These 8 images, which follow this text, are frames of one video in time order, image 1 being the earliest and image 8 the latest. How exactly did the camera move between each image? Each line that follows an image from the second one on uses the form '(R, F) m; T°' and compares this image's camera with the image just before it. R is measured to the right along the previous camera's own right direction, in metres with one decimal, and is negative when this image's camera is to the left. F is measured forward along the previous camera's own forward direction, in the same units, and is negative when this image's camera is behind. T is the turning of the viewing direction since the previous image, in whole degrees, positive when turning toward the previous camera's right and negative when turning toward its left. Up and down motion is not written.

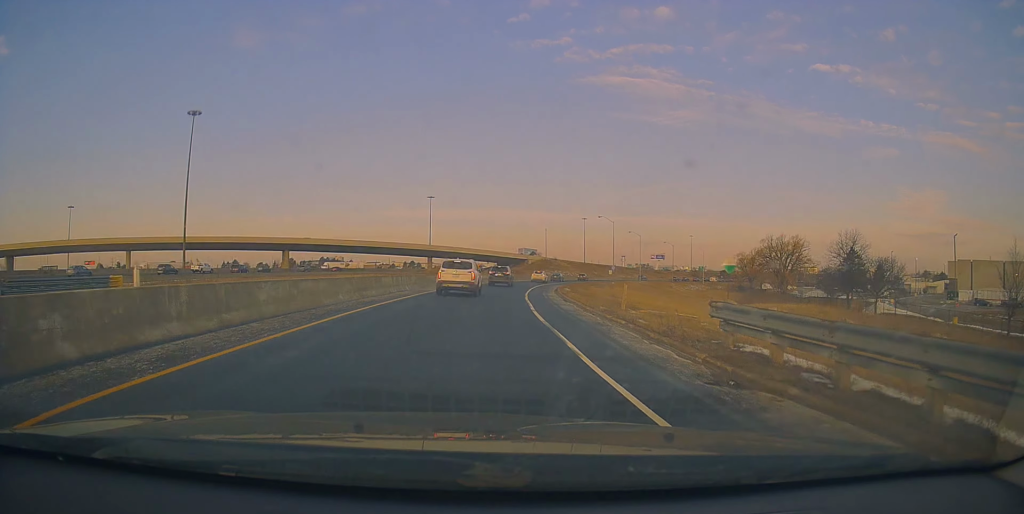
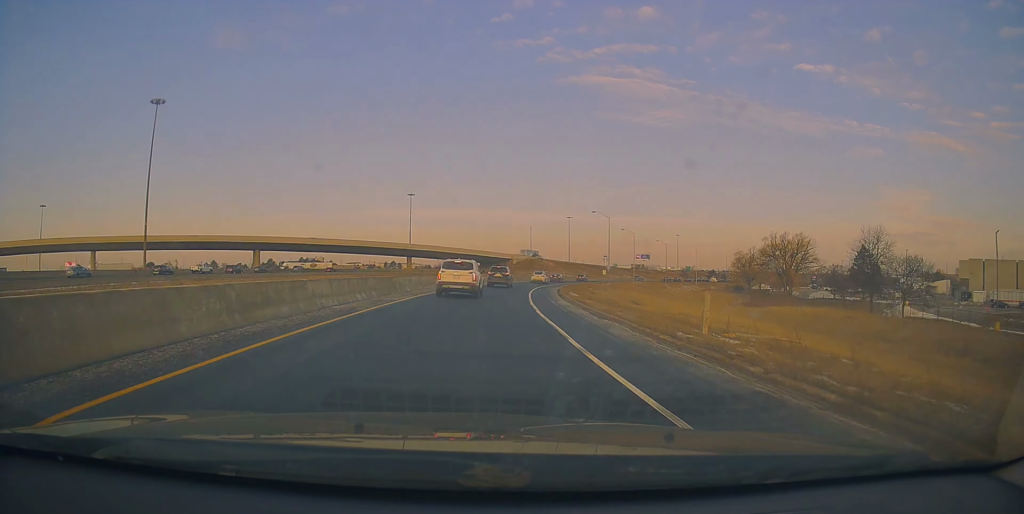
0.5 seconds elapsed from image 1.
(+0.1, +9.8) m; +2°
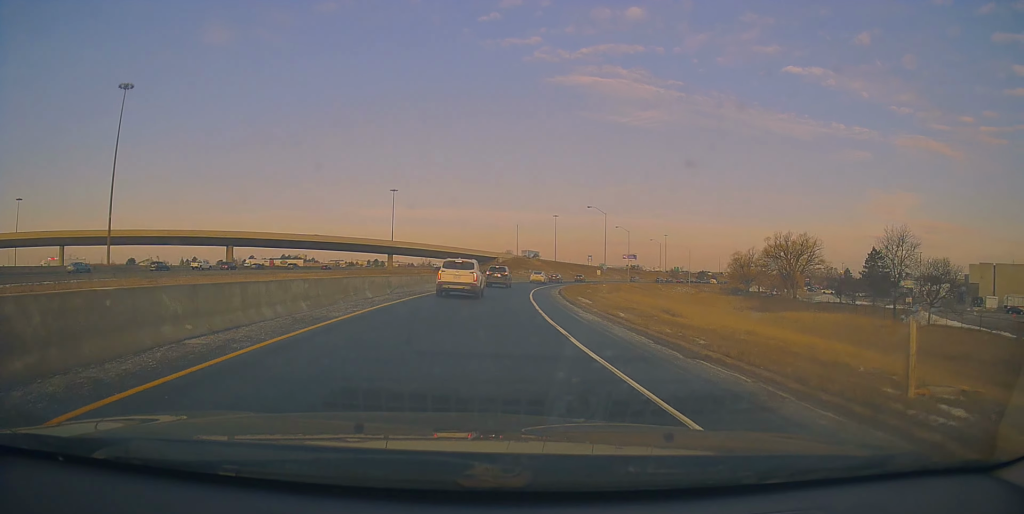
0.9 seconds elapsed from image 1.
(0.0, +8.3) m; +3°
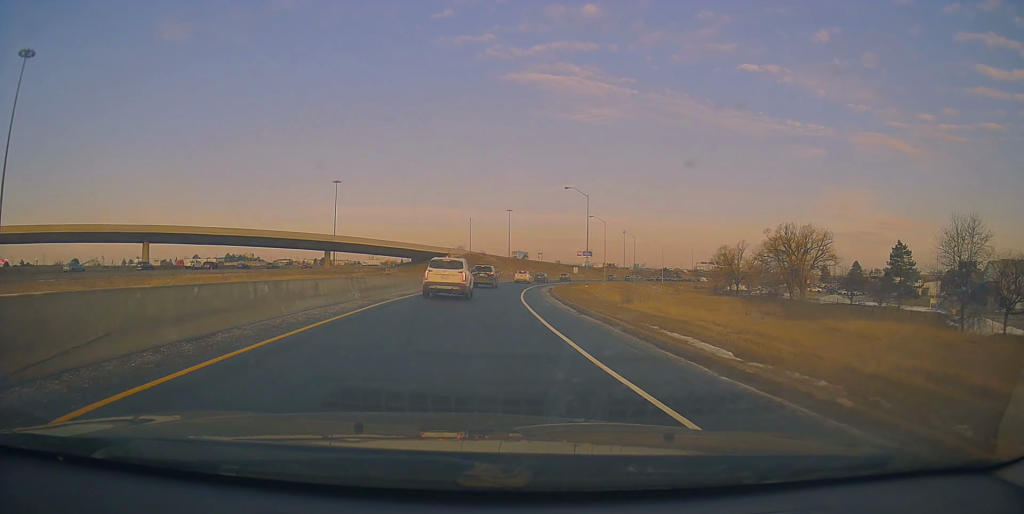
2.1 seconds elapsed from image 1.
(+1.4, +20.3) m; +6°
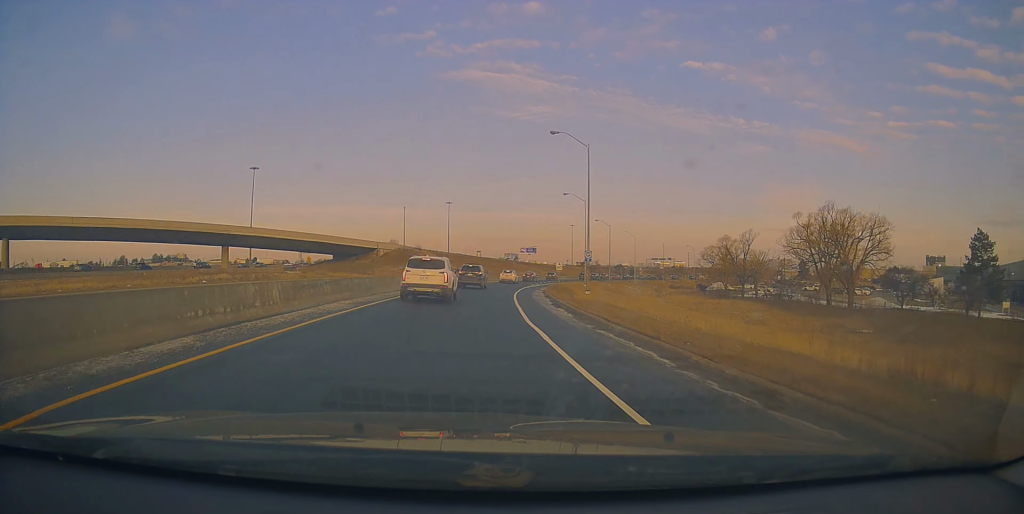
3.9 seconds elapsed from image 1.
(+1.1, +30.3) m; +4°
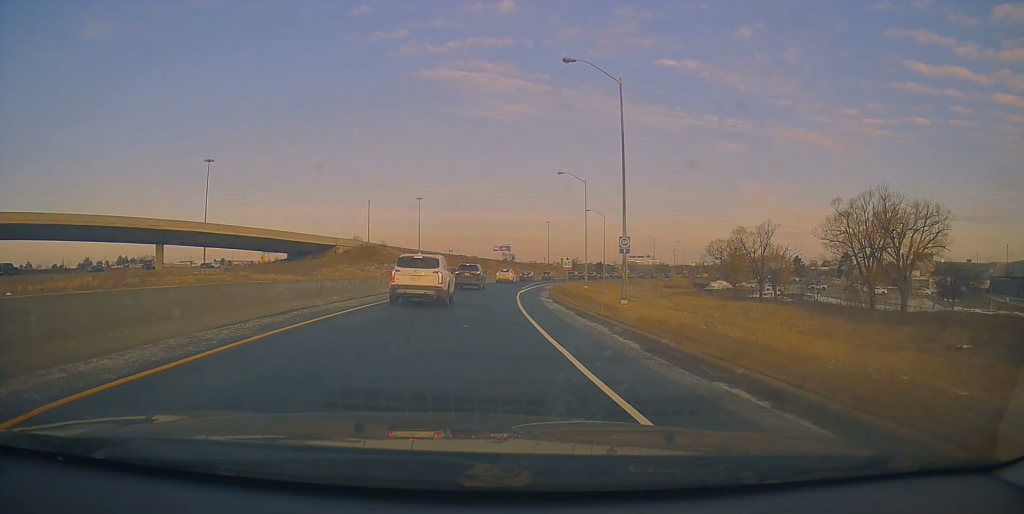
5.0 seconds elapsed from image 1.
(+0.4, +16.5) m; +5°
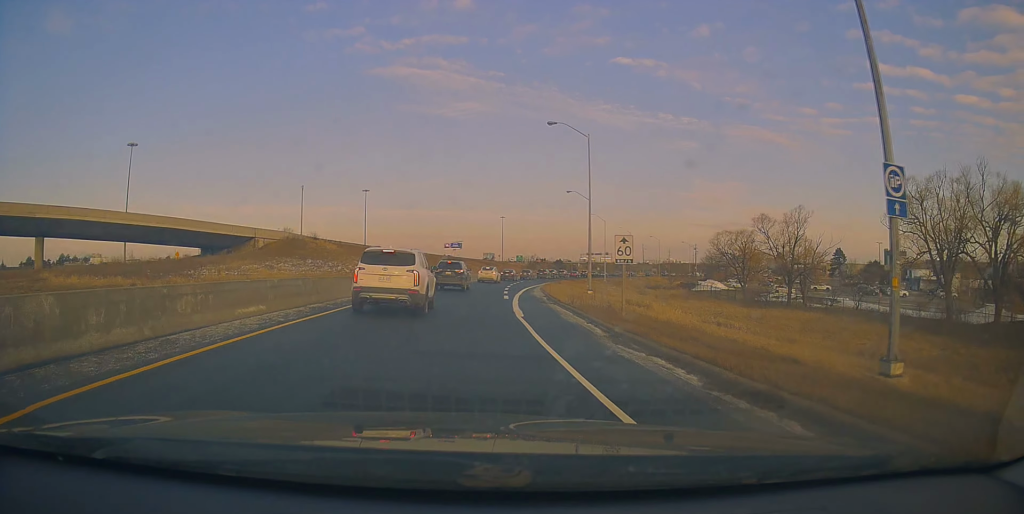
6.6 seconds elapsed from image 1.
(+1.3, +21.9) m; +4°
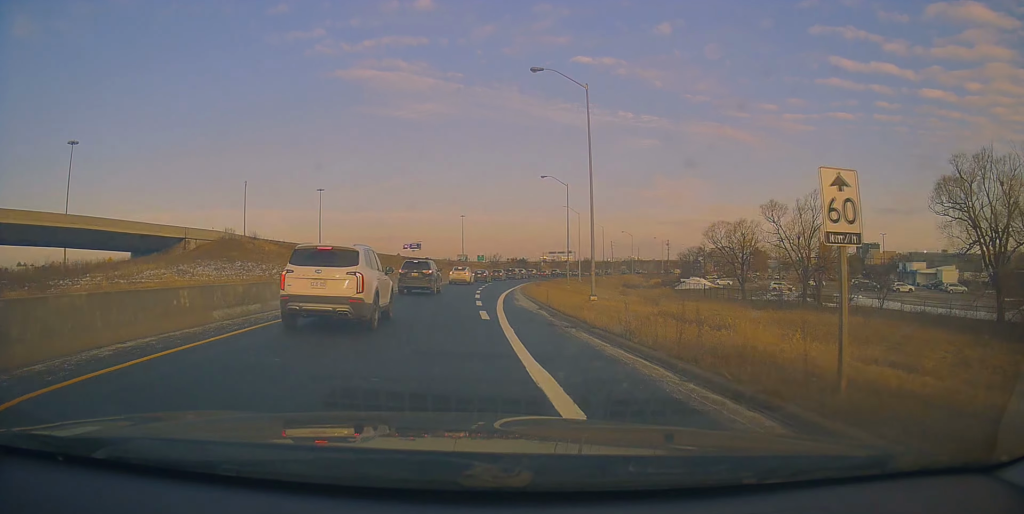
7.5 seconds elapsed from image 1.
(-0.1, +12.1) m; +3°
